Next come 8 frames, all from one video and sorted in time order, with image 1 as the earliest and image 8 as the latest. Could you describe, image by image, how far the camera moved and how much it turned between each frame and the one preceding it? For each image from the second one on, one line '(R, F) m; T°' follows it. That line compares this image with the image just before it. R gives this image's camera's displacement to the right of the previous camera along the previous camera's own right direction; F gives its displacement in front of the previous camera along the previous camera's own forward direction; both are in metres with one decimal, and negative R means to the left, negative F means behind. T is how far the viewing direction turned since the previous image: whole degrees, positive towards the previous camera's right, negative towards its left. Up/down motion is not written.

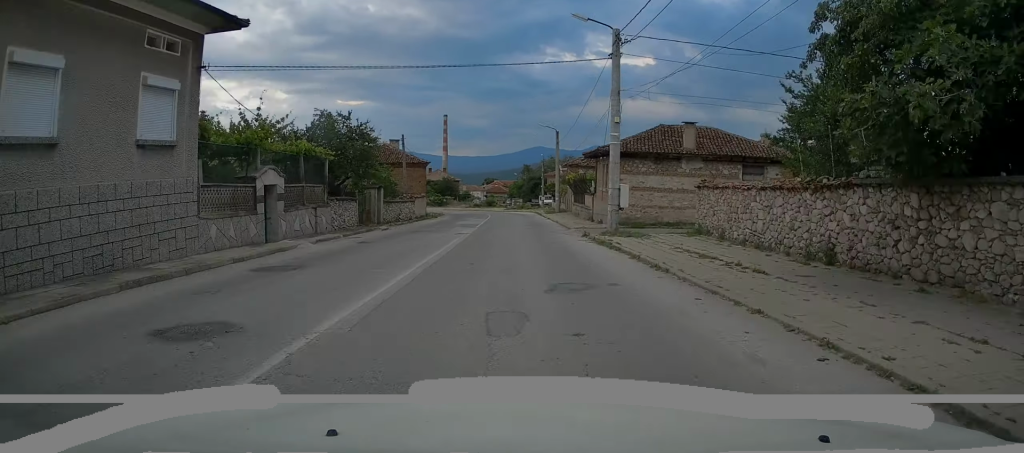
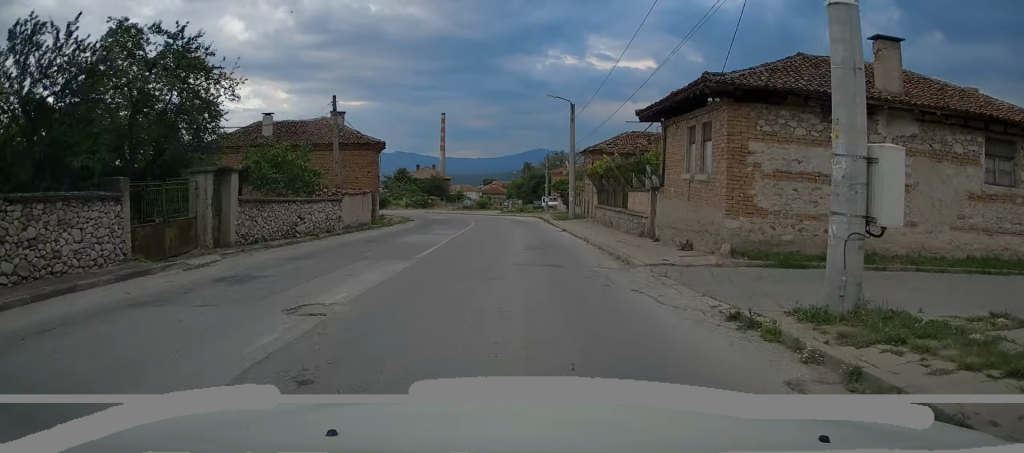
(0.0, +16.3) m; -1°
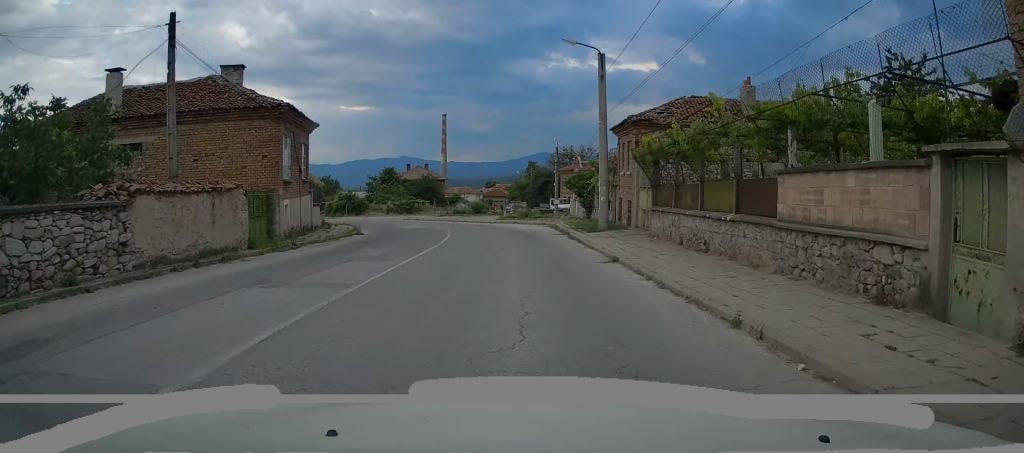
(-0.2, +14.0) m; -2°
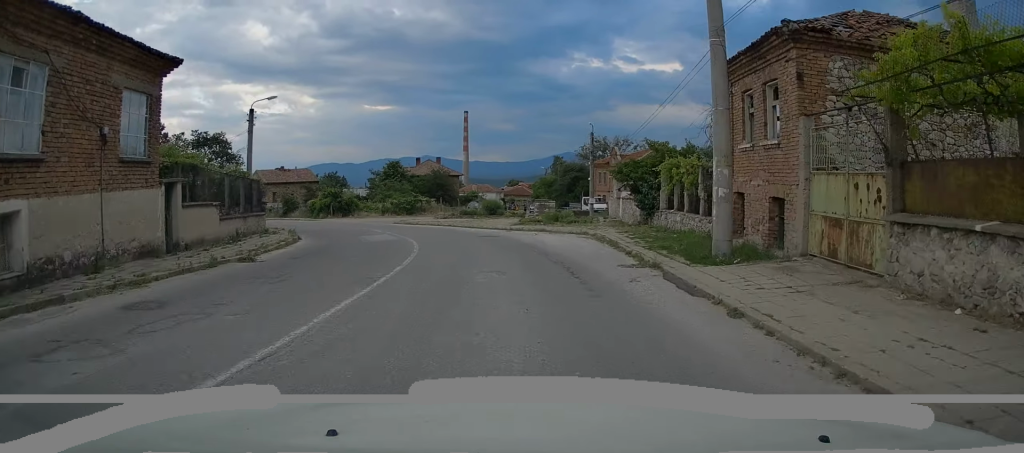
(-0.2, +13.2) m; -3°
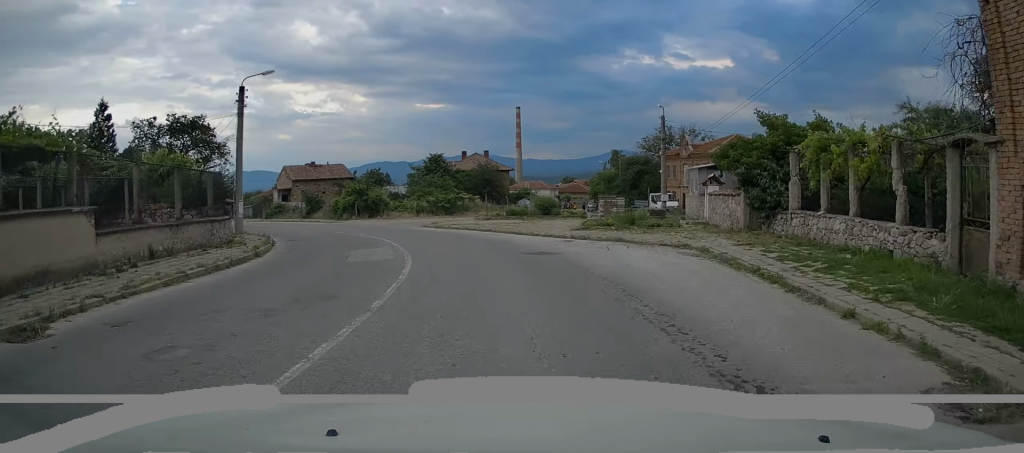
(-0.1, +8.5) m; -4°
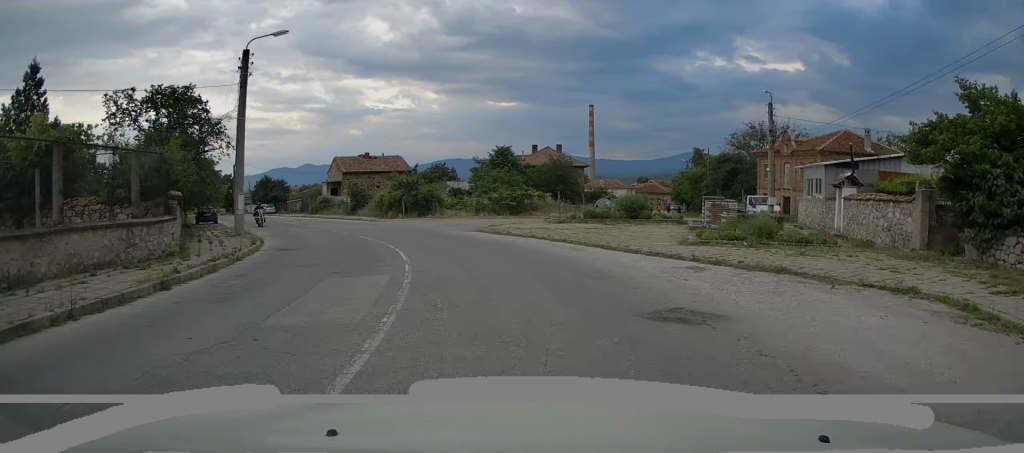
(-0.5, +7.4) m; -7°
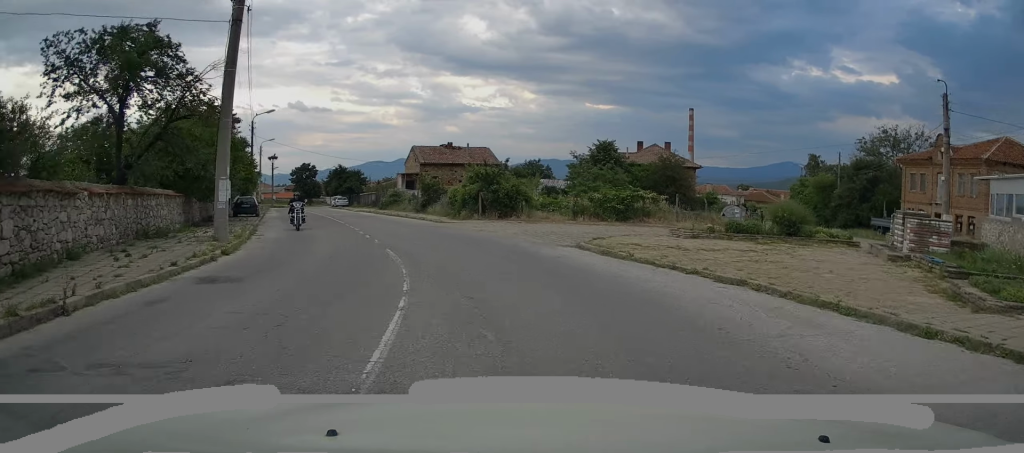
(-0.5, +8.5) m; -8°
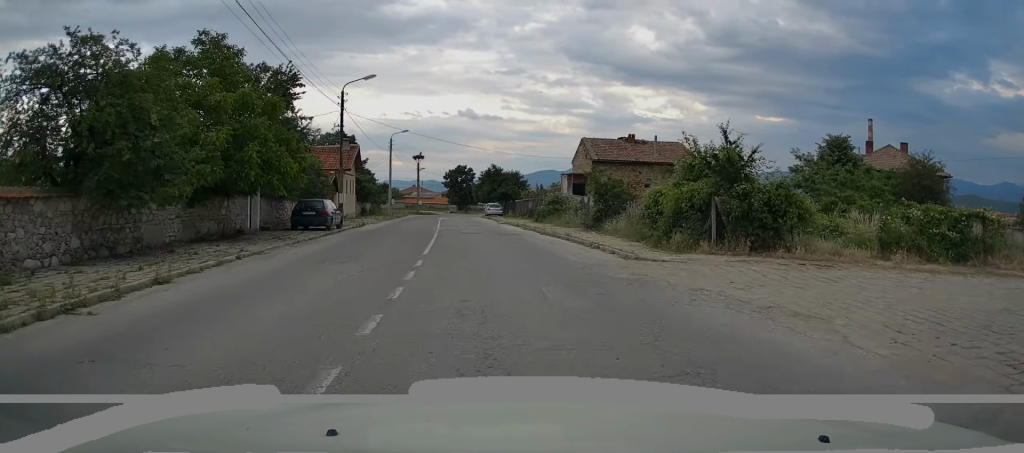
(-1.9, +15.5) m; -12°
